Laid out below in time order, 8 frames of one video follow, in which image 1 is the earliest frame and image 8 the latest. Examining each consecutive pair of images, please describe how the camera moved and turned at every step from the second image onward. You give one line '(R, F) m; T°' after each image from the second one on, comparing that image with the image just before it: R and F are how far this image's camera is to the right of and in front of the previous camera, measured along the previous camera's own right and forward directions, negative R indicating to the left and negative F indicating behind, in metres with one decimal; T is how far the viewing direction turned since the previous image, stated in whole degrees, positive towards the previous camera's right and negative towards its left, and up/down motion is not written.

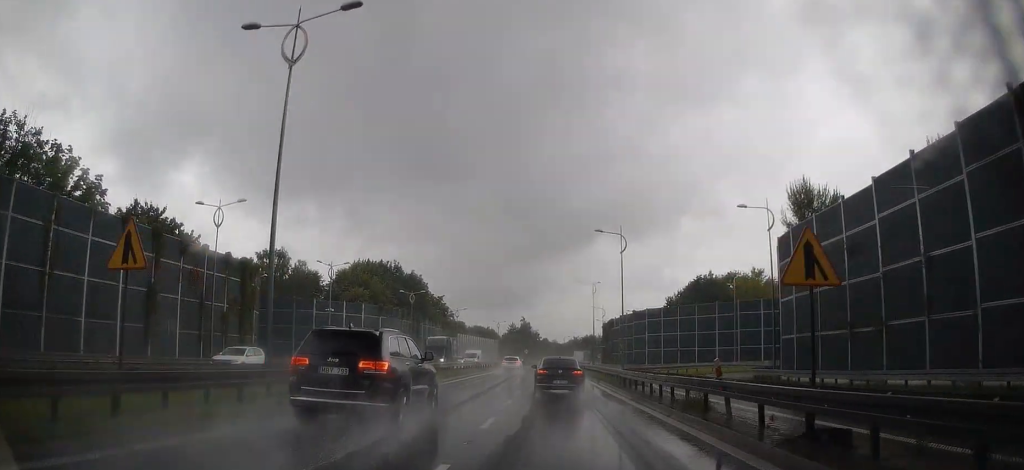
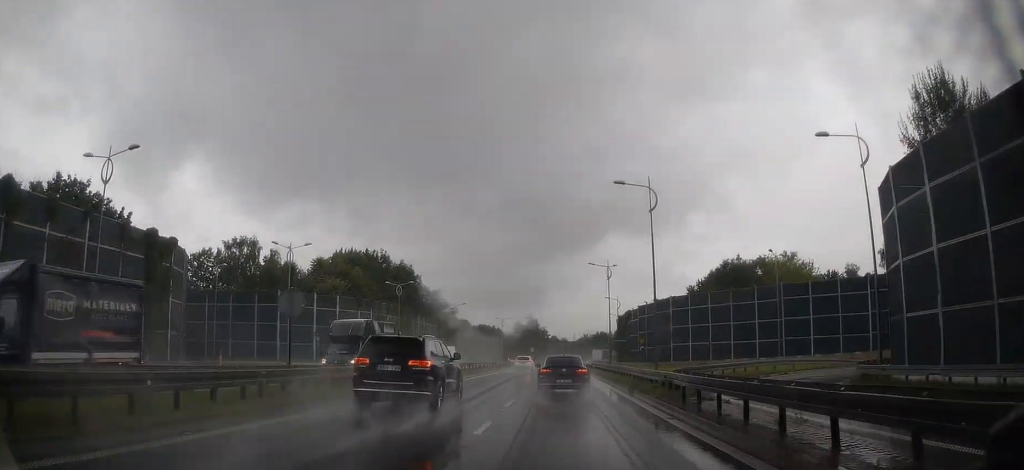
(0.0, +12.9) m; -1°
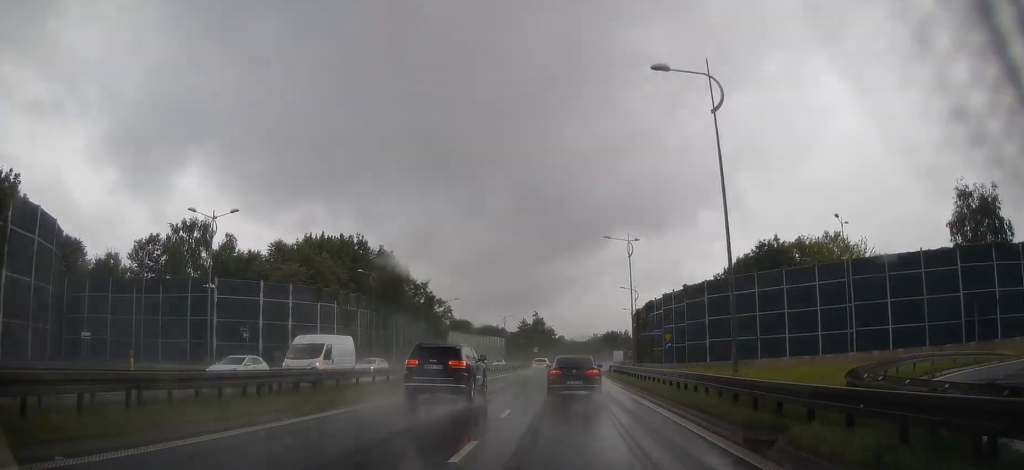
(-0.1, +15.0) m; 0°
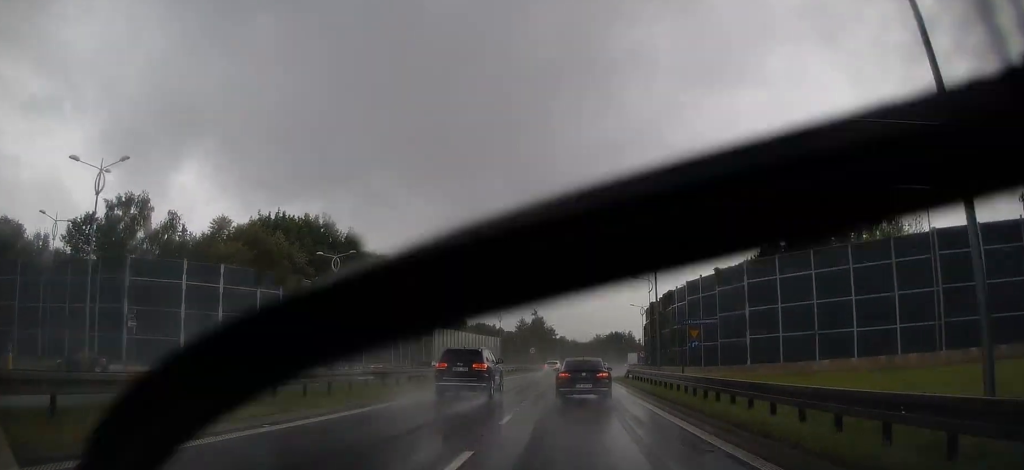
(0.0, +13.0) m; 0°
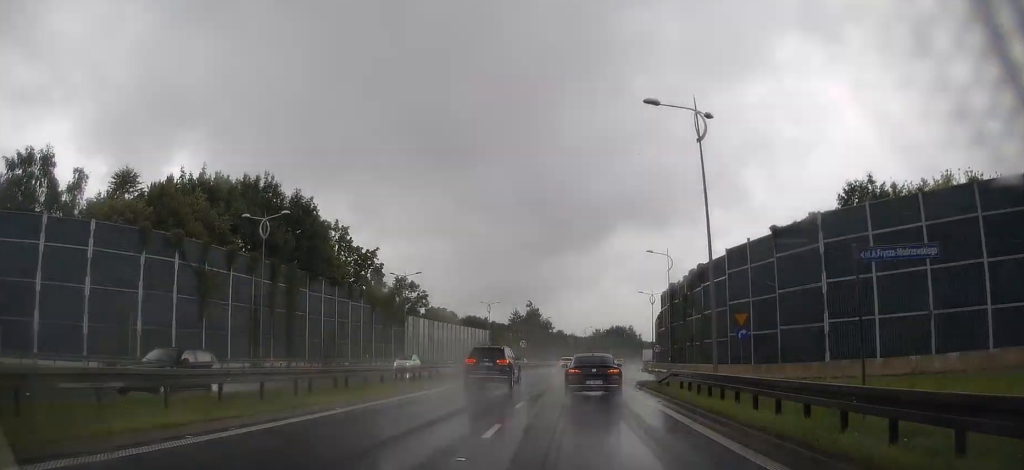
(+0.1, +15.0) m; +1°
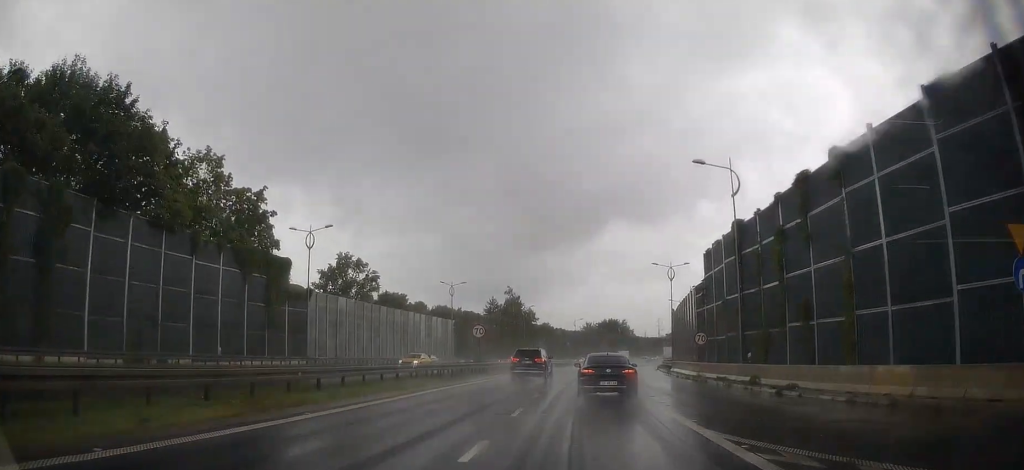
(+0.6, +26.5) m; +3°
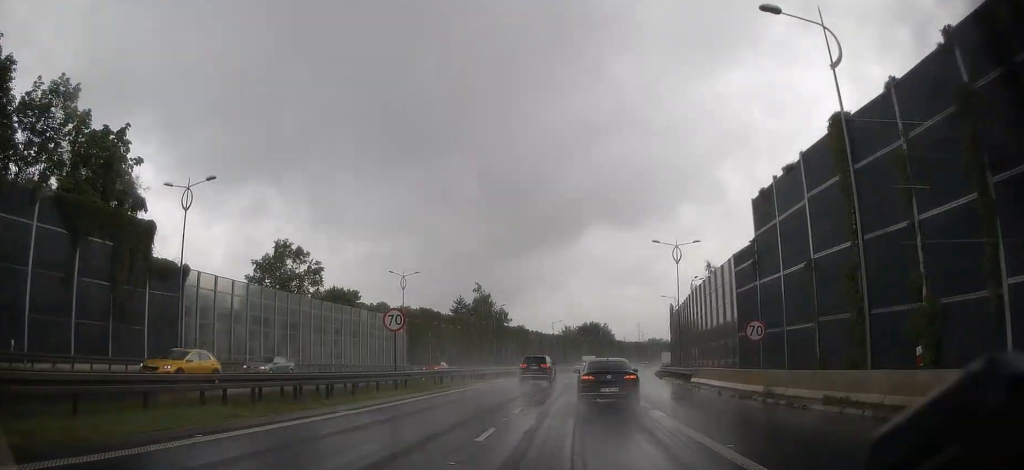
(+0.3, +15.5) m; +2°
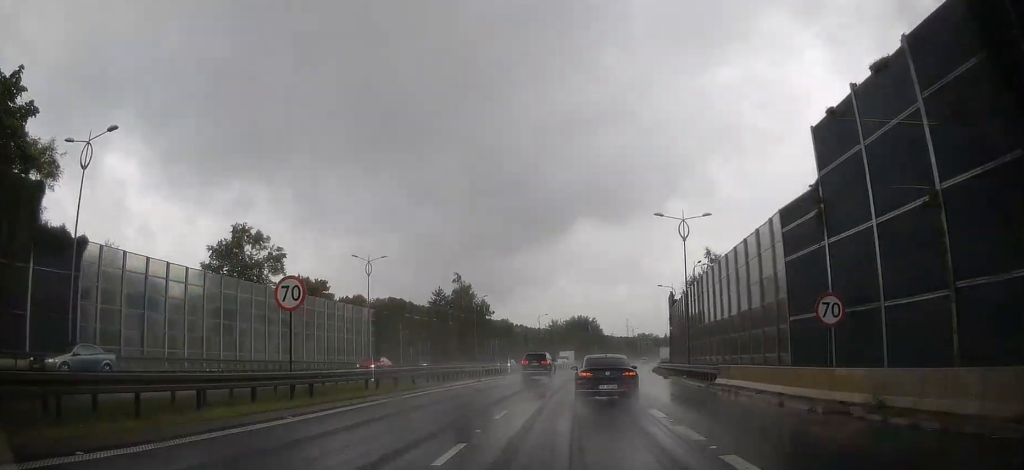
(+0.1, +8.4) m; +1°
